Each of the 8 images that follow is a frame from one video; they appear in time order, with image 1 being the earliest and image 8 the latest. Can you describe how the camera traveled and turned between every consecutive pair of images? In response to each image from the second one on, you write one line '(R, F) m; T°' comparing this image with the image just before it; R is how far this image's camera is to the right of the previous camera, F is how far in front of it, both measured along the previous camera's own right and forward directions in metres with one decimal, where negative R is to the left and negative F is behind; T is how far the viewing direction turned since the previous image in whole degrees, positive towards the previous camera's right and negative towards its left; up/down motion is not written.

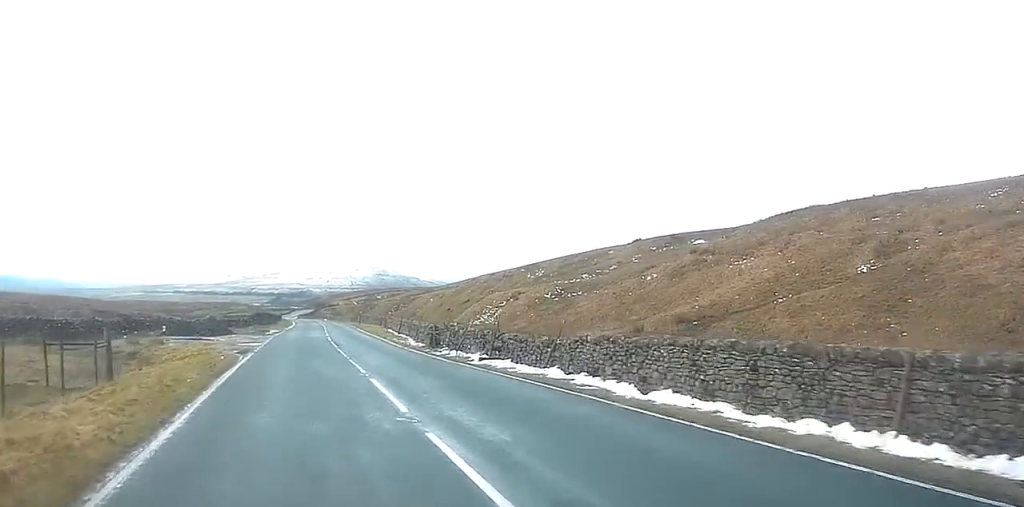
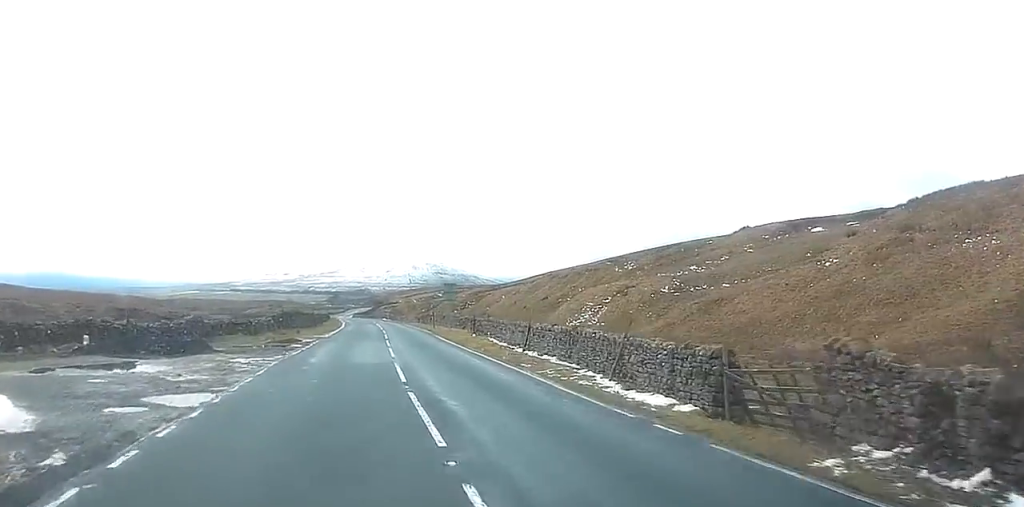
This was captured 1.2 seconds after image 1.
(-1.7, +27.2) m; -5°
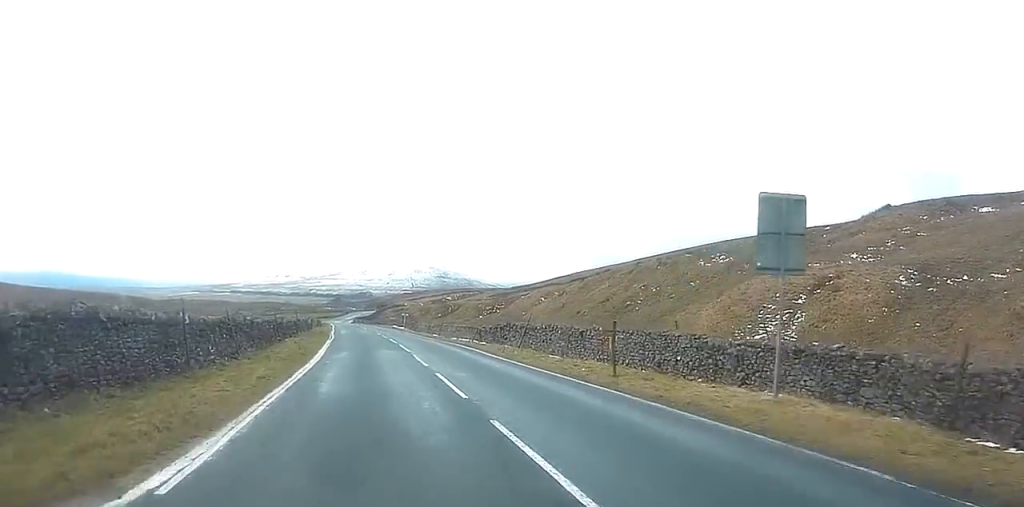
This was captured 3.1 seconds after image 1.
(-0.8, +48.6) m; 0°
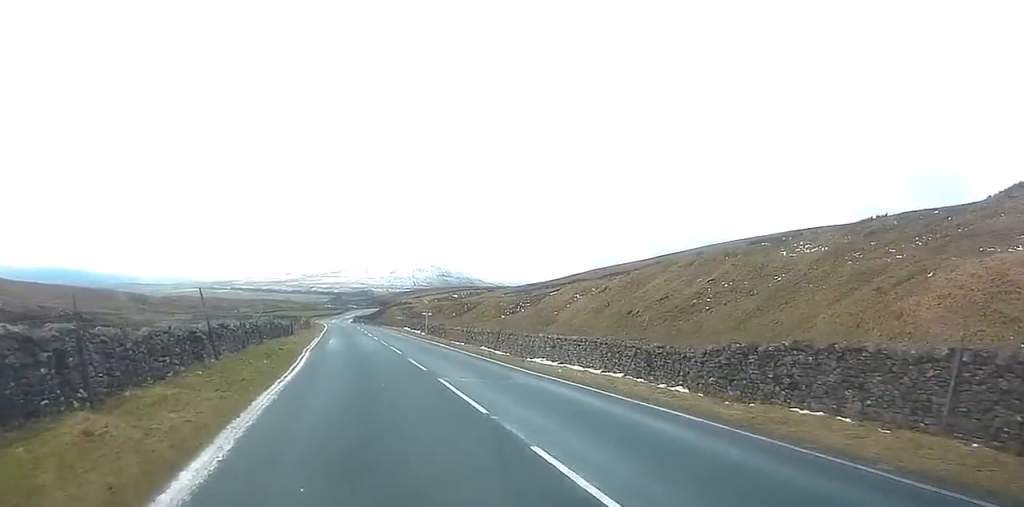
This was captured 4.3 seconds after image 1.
(+0.2, +29.5) m; 0°
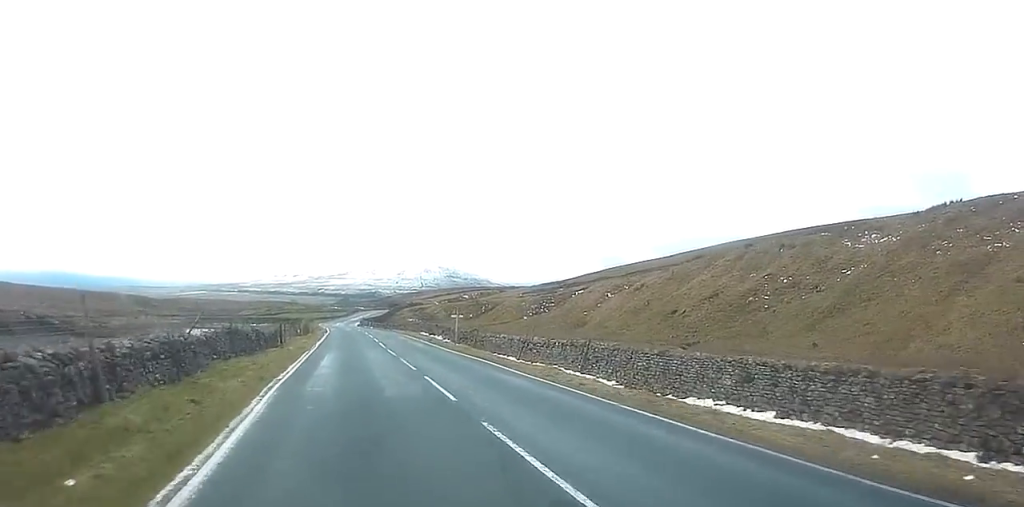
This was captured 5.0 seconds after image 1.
(0.0, +15.6) m; 0°
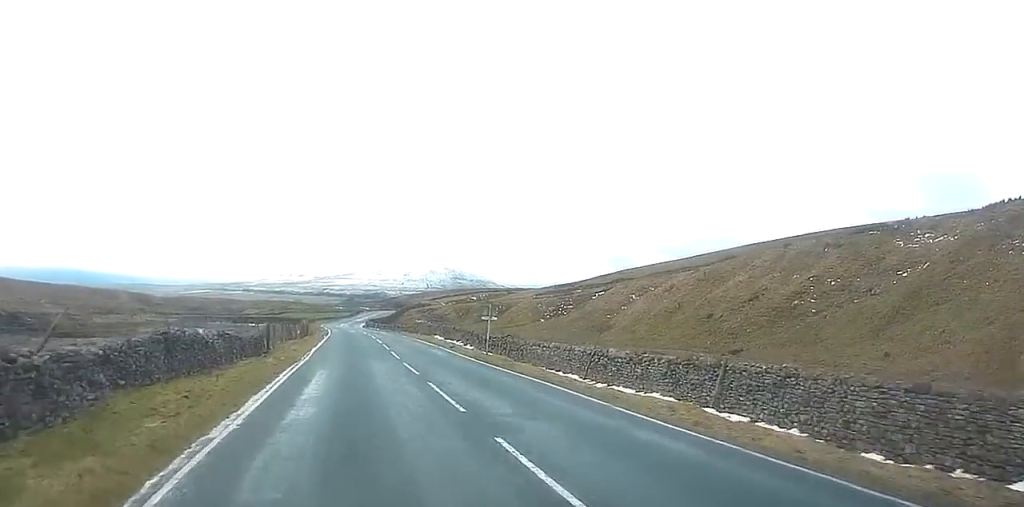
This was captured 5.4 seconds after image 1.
(0.0, +10.2) m; 0°
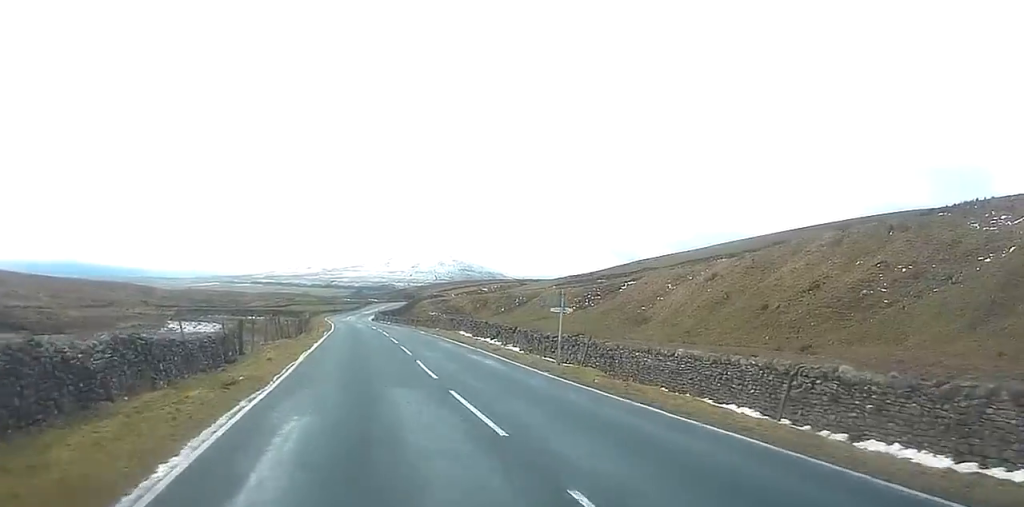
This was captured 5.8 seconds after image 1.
(-0.1, +12.4) m; 0°
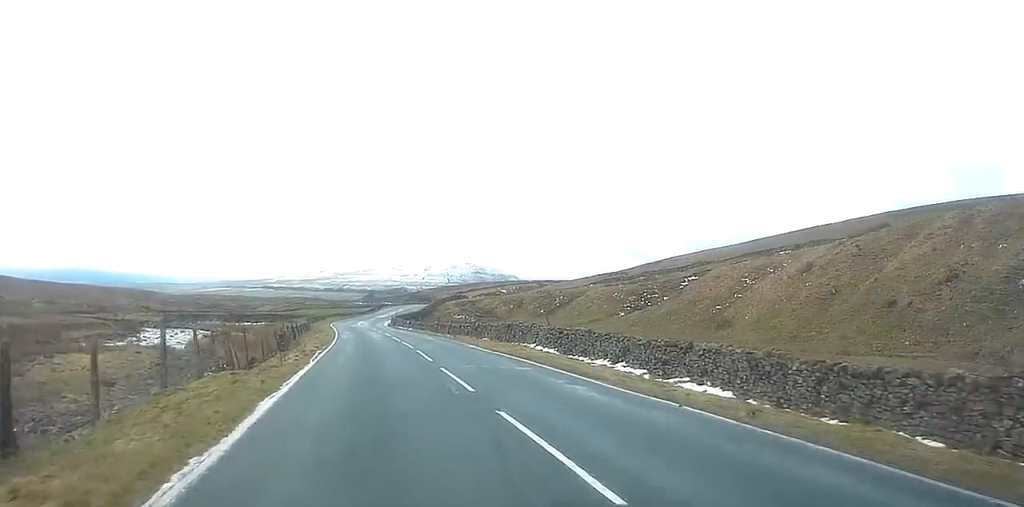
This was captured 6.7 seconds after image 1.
(-0.1, +21.8) m; -1°
